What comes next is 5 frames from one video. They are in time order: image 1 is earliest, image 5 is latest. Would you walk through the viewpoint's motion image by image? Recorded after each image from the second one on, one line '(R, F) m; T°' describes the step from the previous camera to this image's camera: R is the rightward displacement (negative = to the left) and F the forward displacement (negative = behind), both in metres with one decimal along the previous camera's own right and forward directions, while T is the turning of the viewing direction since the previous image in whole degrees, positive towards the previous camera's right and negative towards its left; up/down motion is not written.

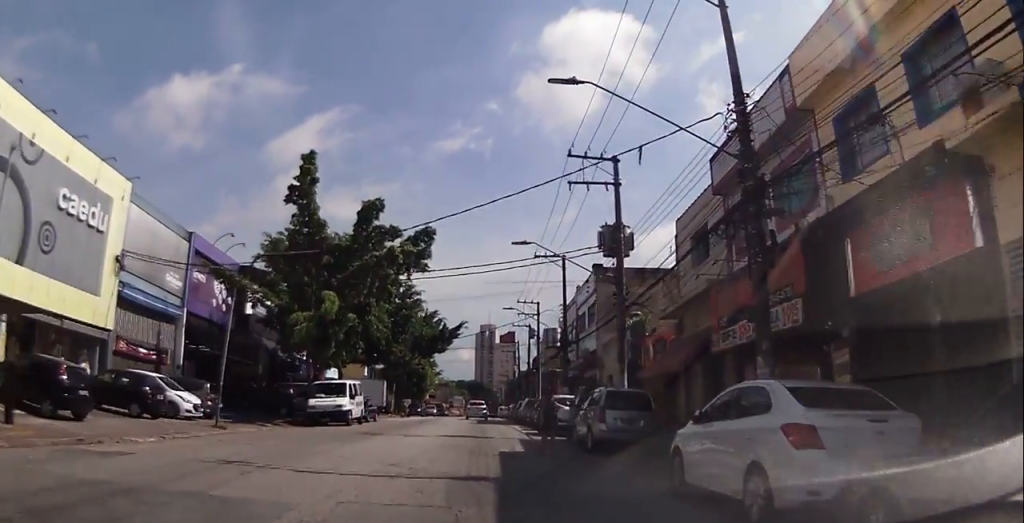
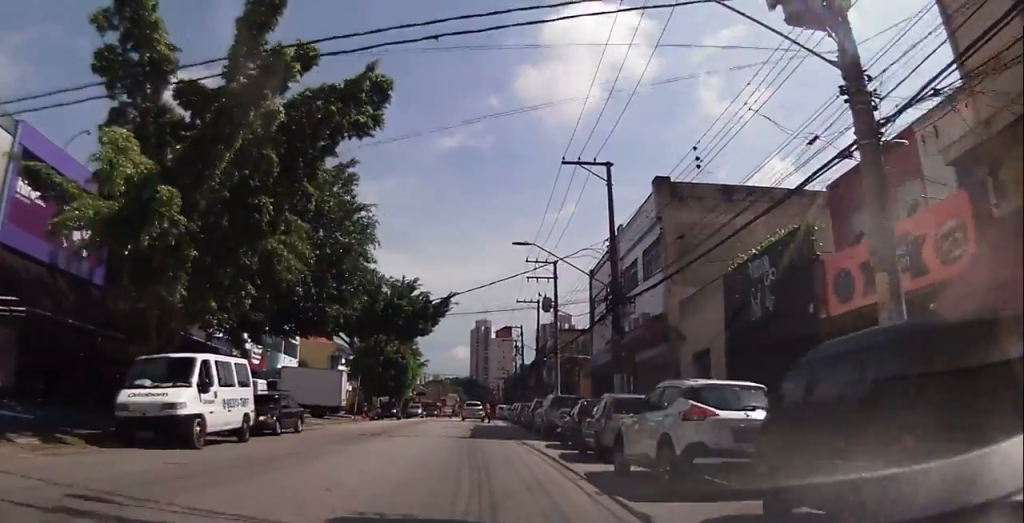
(+1.9, +17.5) m; +5°
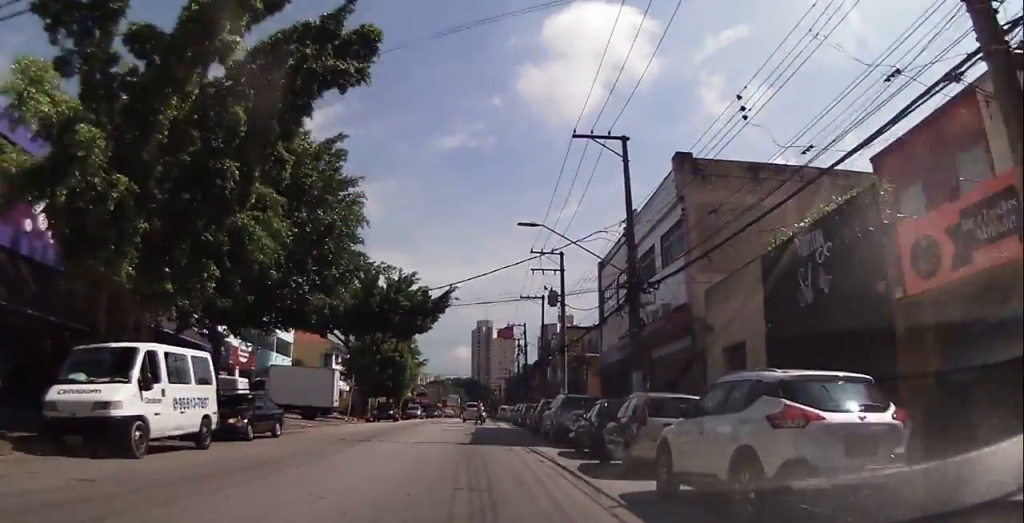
(0.0, +3.0) m; -3°
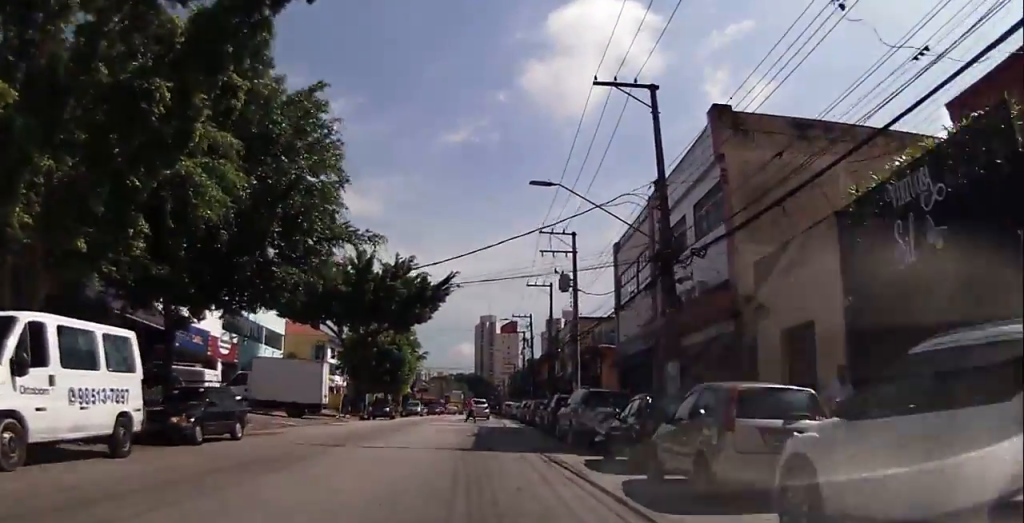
(-0.1, +4.2) m; -3°
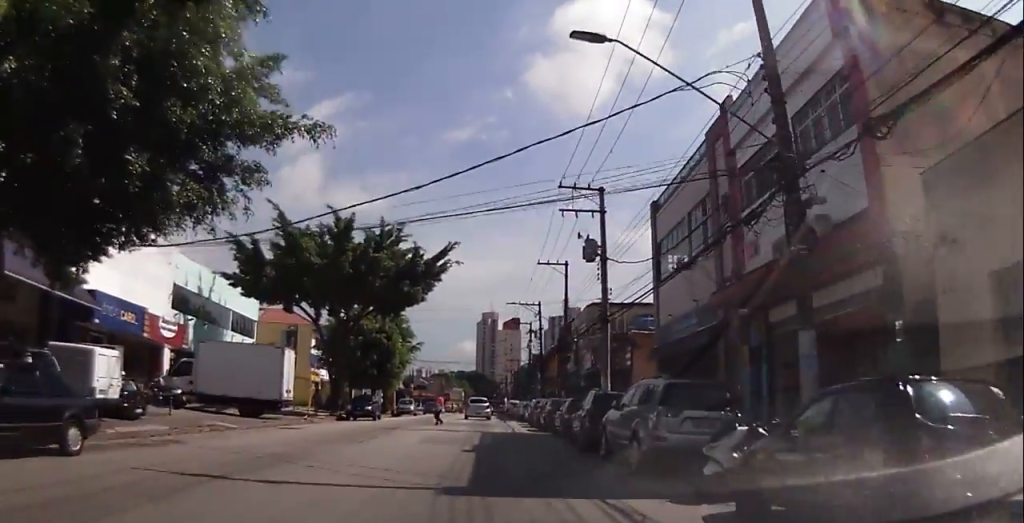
(-0.4, +8.3) m; 0°
